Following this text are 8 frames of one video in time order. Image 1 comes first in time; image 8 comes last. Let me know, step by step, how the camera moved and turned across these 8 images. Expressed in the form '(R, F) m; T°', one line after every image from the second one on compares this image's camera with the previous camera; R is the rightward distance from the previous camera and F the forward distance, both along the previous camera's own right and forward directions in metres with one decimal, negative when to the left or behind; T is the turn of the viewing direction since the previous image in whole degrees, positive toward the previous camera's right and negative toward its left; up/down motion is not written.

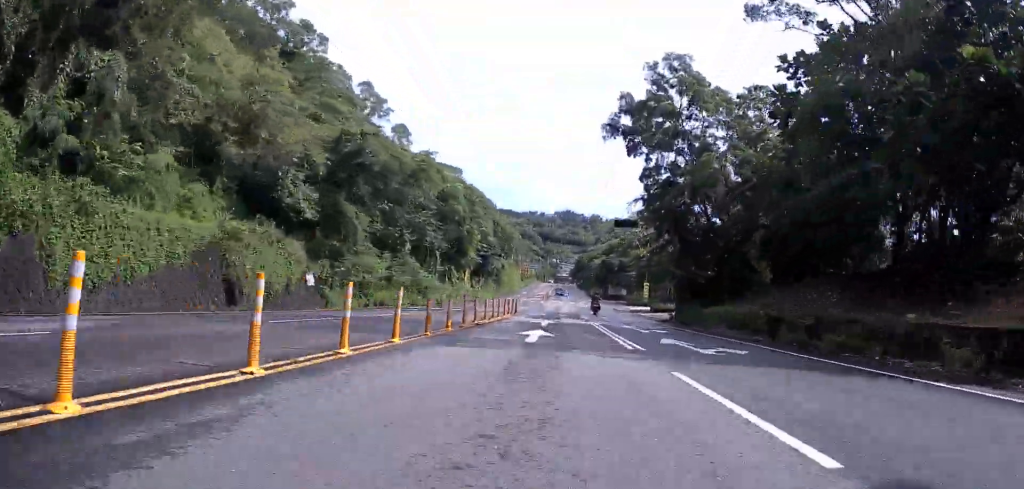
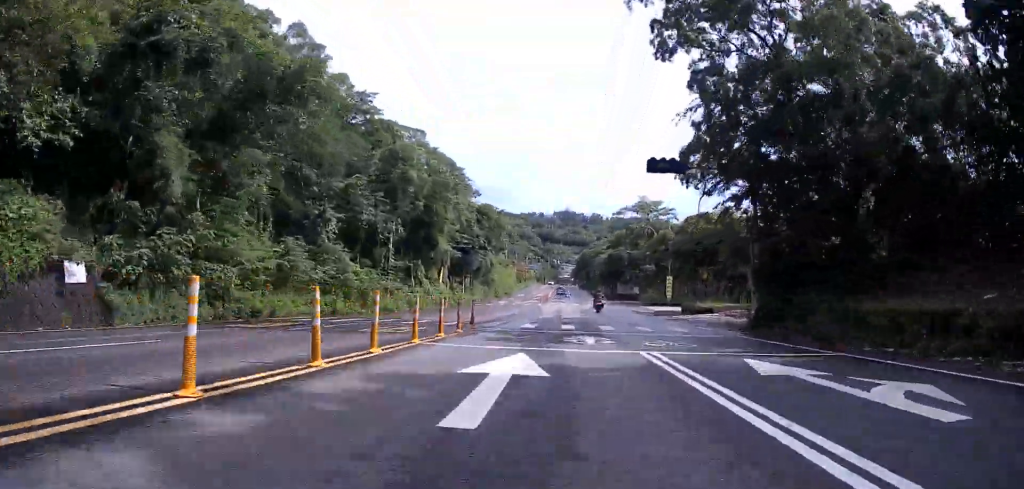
(0.0, +14.7) m; 0°
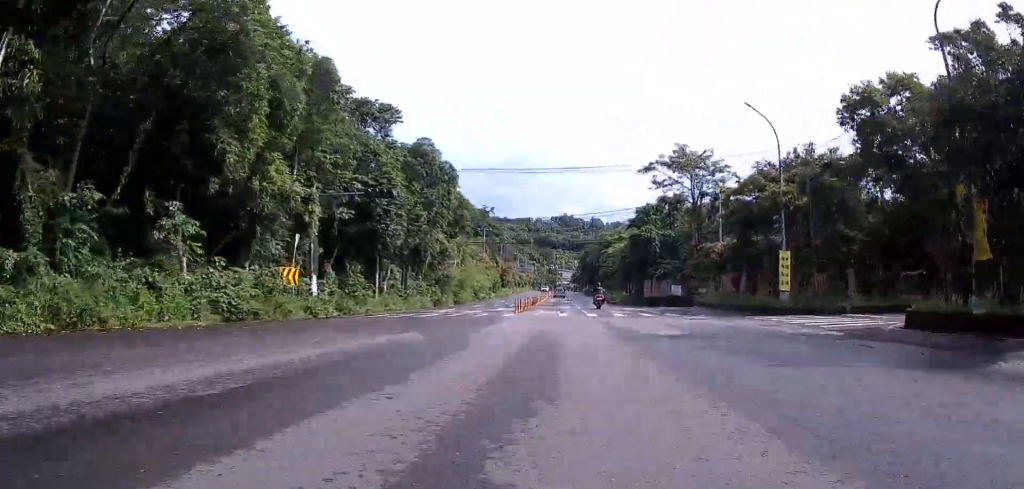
(+0.3, +29.1) m; +1°
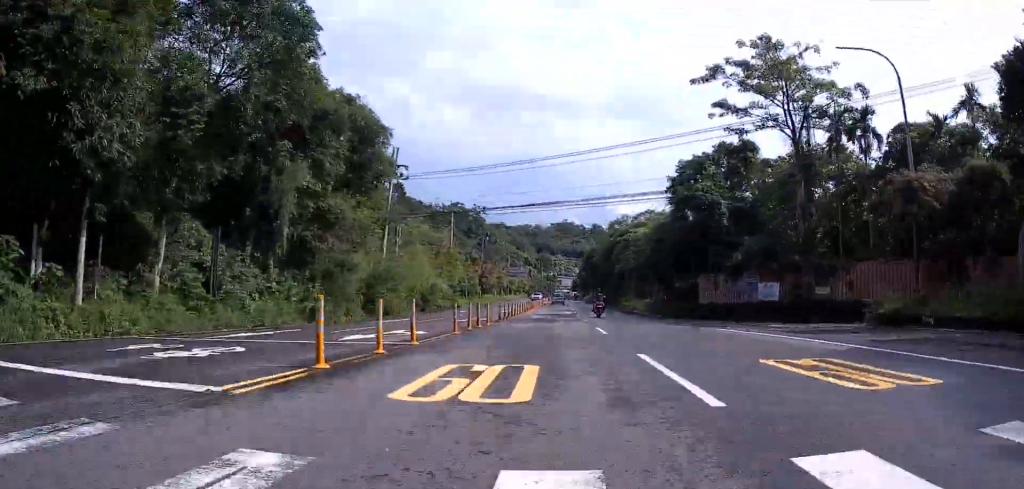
(+0.2, +21.7) m; 0°
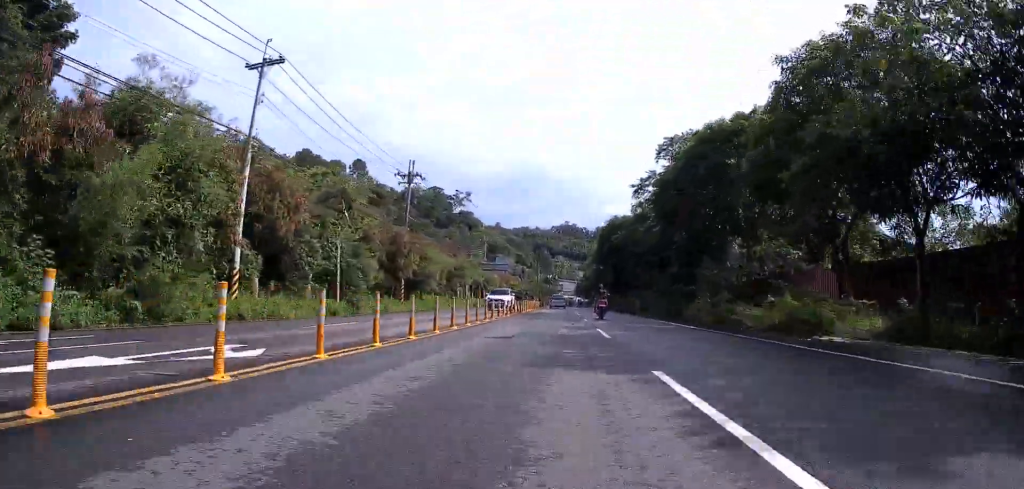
(-0.9, +34.1) m; -2°
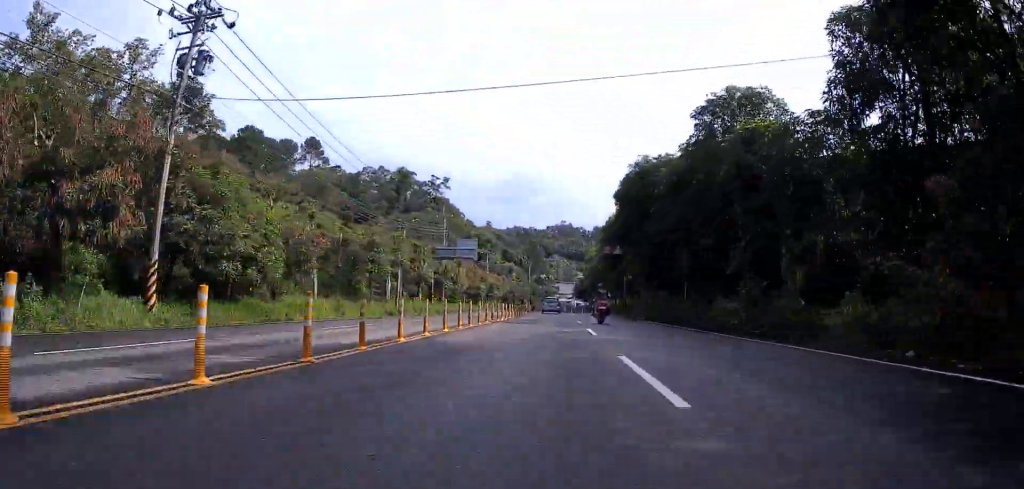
(-0.1, +23.7) m; 0°
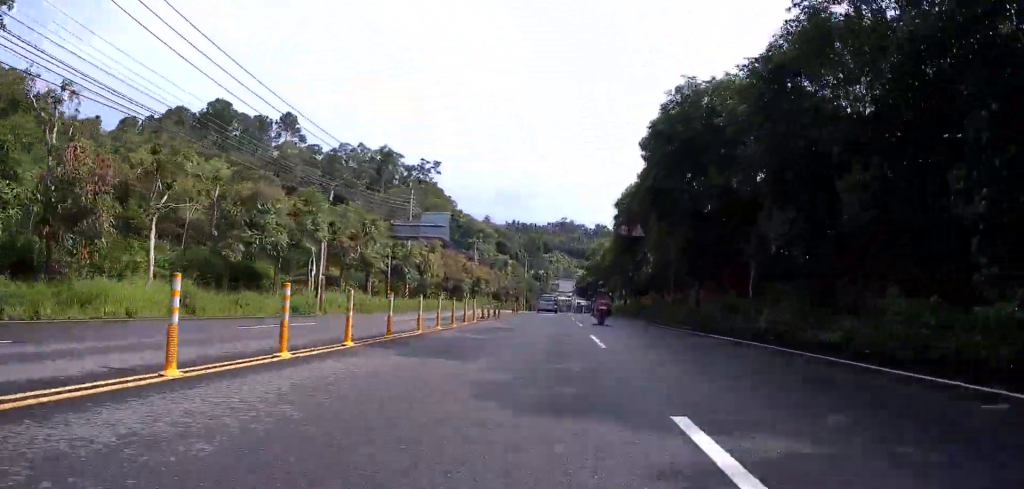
(0.0, +13.1) m; 0°
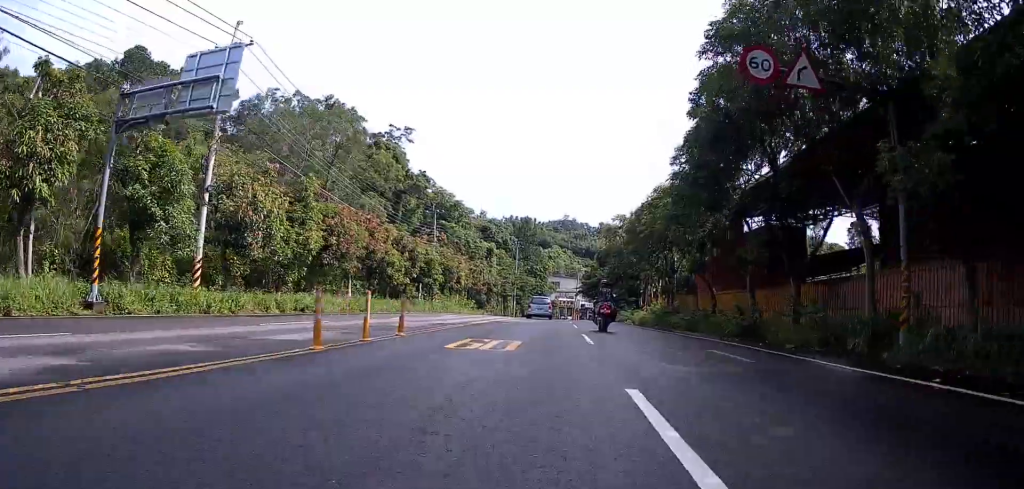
(+0.3, +31.6) m; 0°
